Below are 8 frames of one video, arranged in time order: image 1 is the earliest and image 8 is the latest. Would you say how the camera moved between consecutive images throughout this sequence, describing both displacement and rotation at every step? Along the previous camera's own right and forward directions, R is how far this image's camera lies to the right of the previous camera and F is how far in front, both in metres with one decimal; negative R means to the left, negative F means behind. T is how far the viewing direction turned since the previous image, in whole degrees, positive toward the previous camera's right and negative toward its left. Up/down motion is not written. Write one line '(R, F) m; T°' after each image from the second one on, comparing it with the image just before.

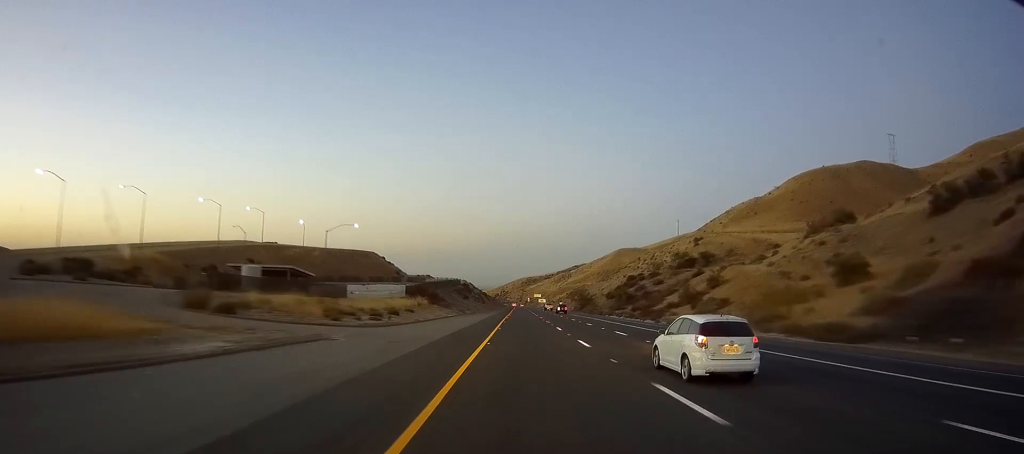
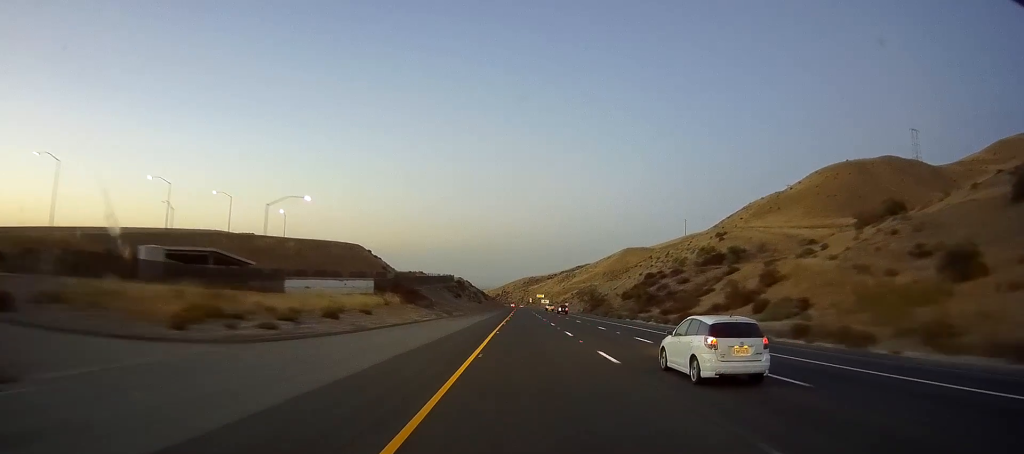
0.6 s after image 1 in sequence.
(0.0, +20.3) m; 0°
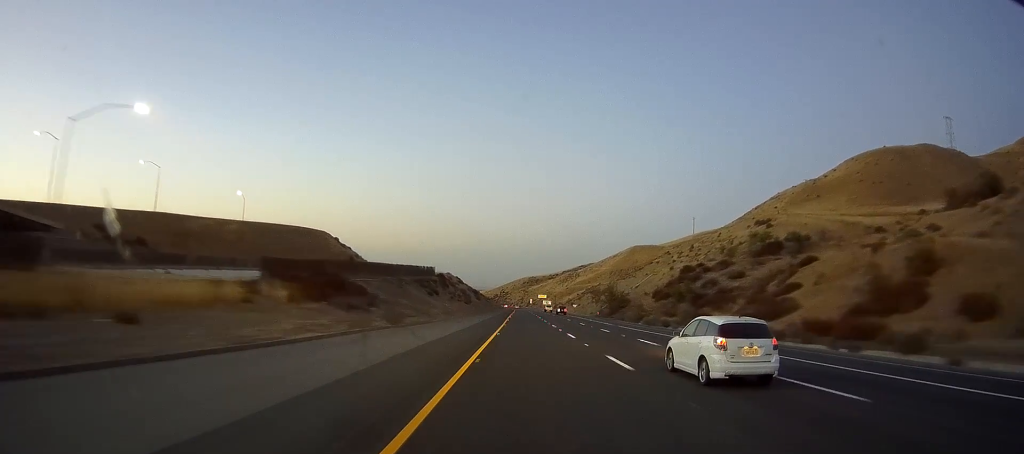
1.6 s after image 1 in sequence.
(0.0, +30.9) m; -1°
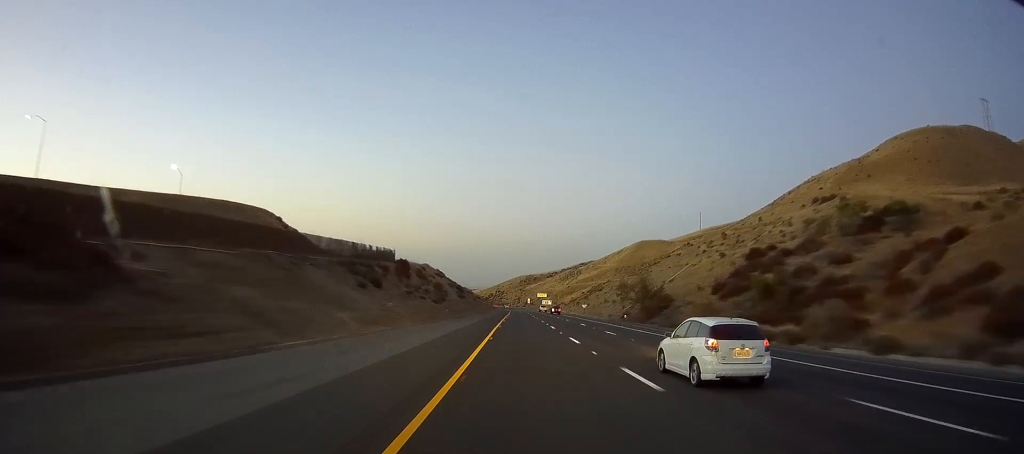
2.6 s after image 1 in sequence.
(-0.7, +33.0) m; 0°
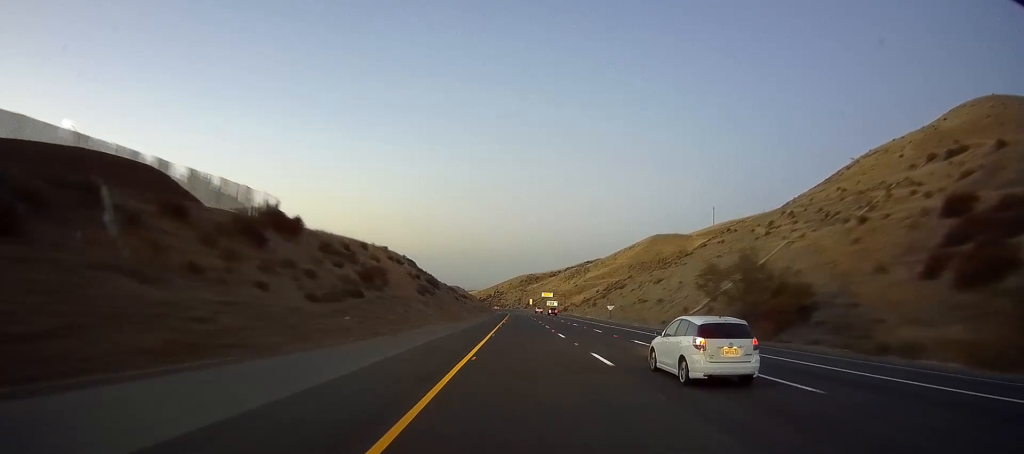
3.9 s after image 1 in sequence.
(+0.7, +39.4) m; +1°
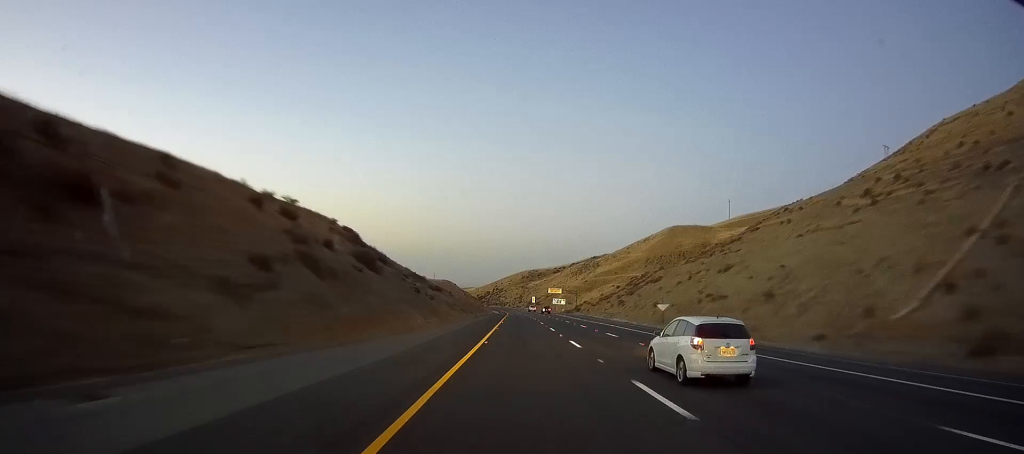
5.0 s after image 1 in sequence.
(-0.2, +37.2) m; -1°
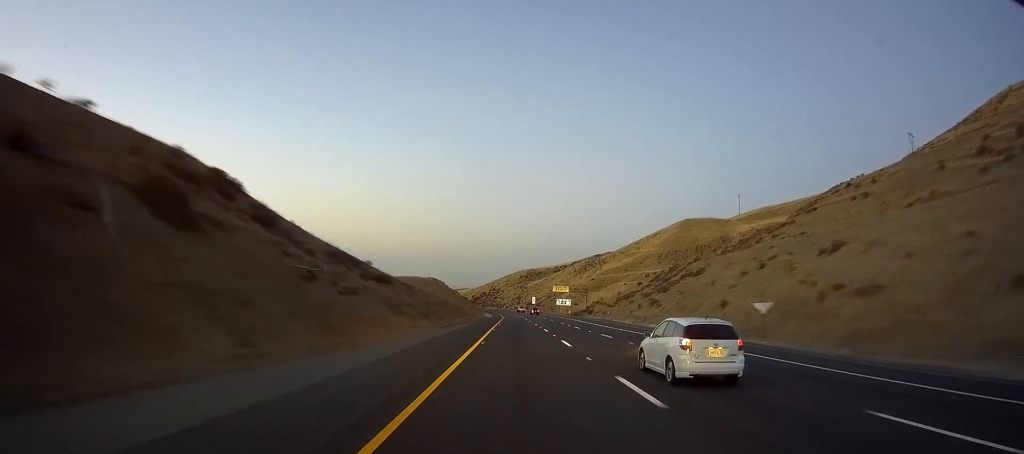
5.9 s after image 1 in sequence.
(-0.4, +28.4) m; 0°
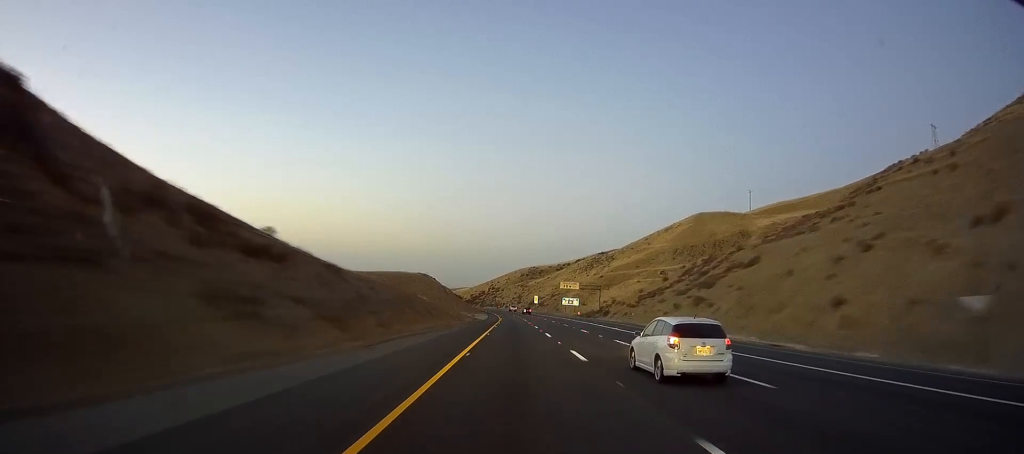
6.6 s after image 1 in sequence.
(+0.4, +20.9) m; 0°
